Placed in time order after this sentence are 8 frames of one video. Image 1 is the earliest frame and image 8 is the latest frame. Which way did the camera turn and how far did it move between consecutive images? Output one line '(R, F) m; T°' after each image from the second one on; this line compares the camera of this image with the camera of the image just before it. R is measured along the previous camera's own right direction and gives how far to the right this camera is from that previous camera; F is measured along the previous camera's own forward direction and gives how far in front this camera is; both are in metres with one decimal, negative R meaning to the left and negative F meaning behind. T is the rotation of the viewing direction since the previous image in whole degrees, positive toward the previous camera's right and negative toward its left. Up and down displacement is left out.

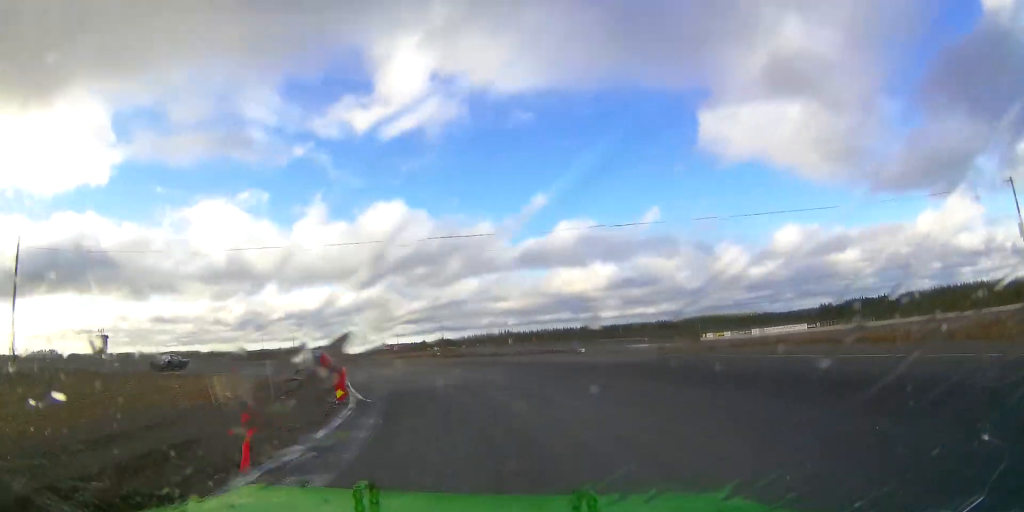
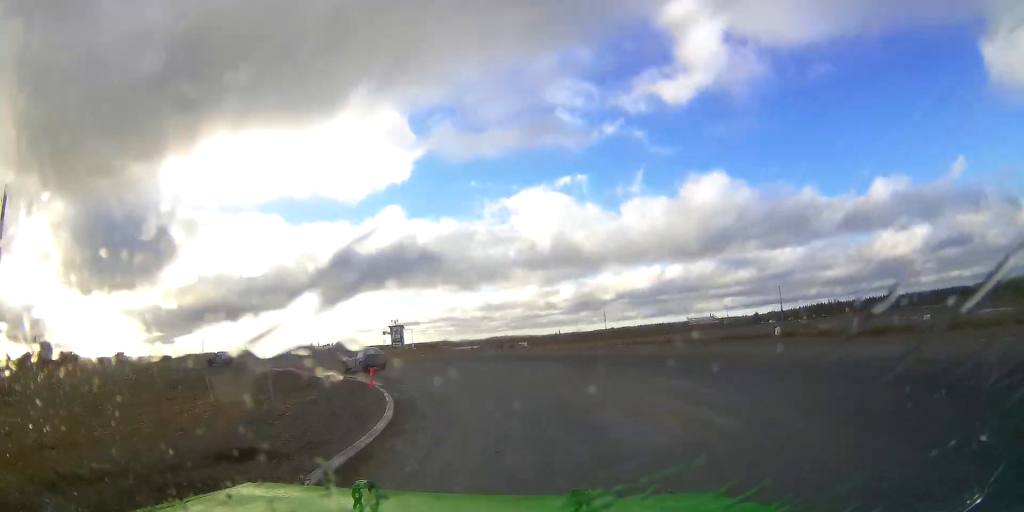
(-5.0, +18.1) m; -29°
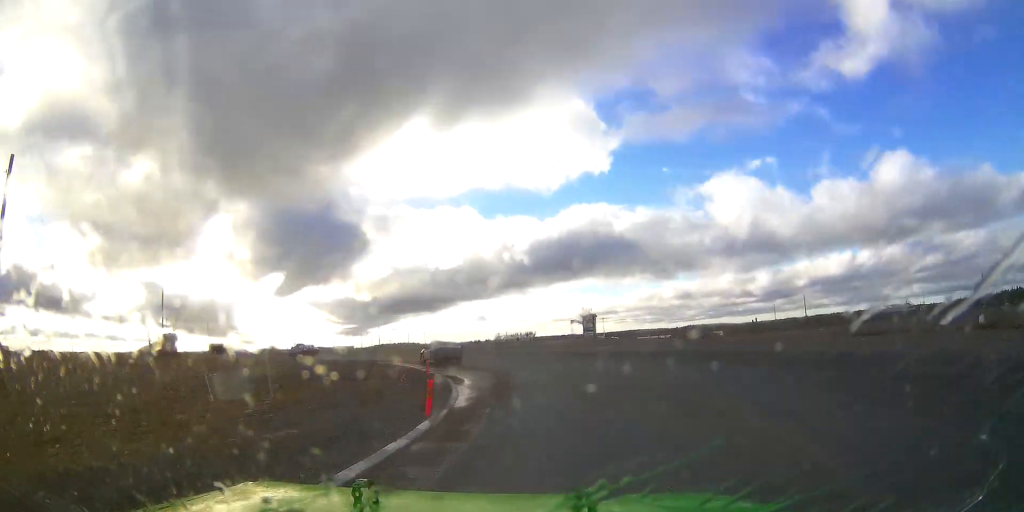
(-1.7, +8.6) m; -12°
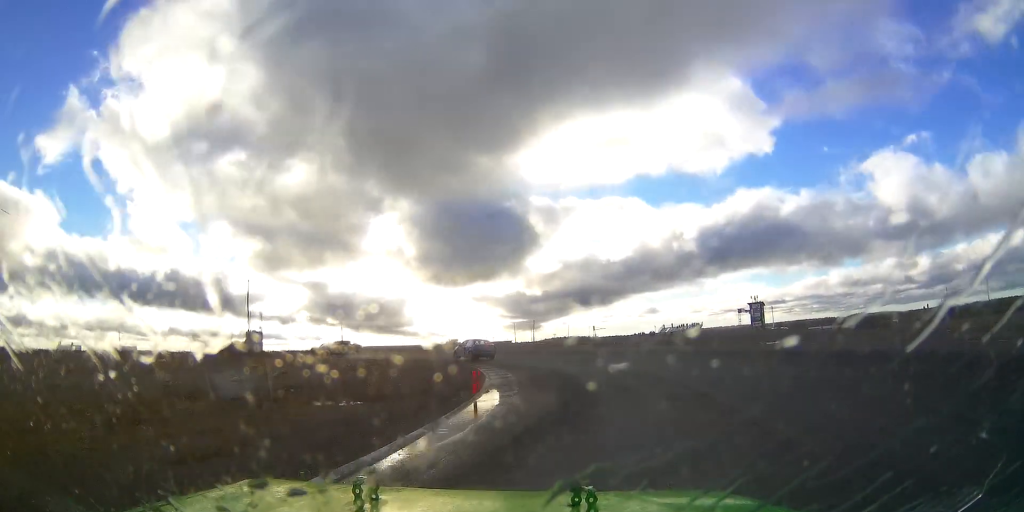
(-0.1, +11.2) m; -13°
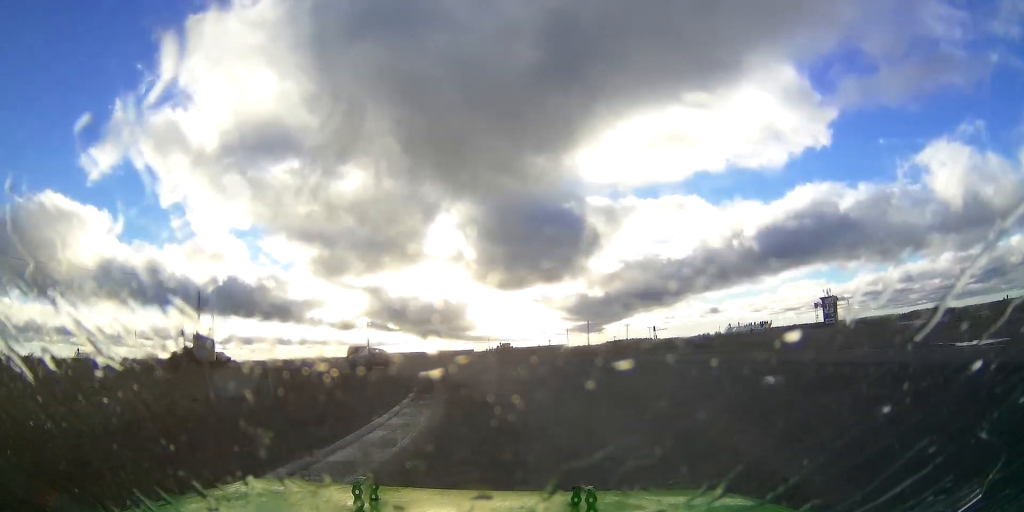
(-1.9, +13.0) m; -19°
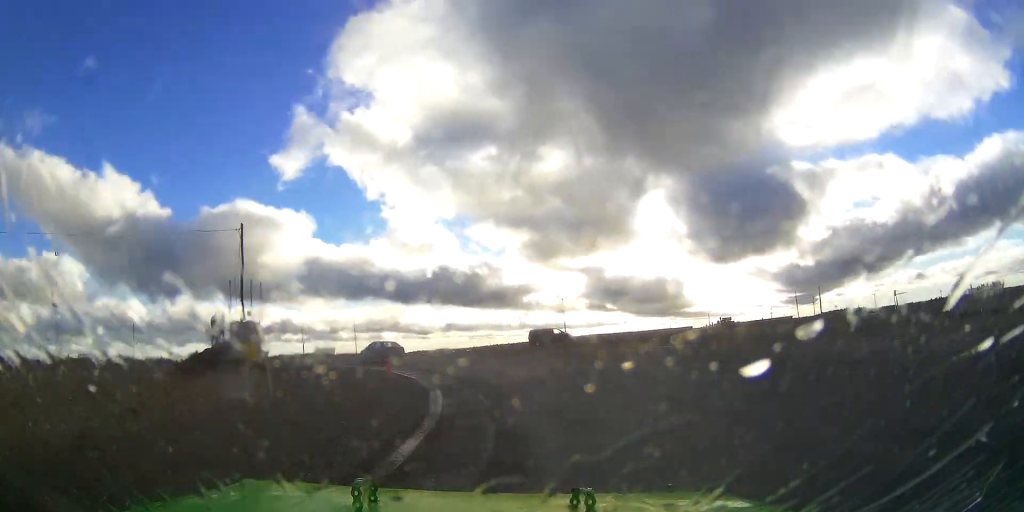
(-4.0, +15.9) m; -26°
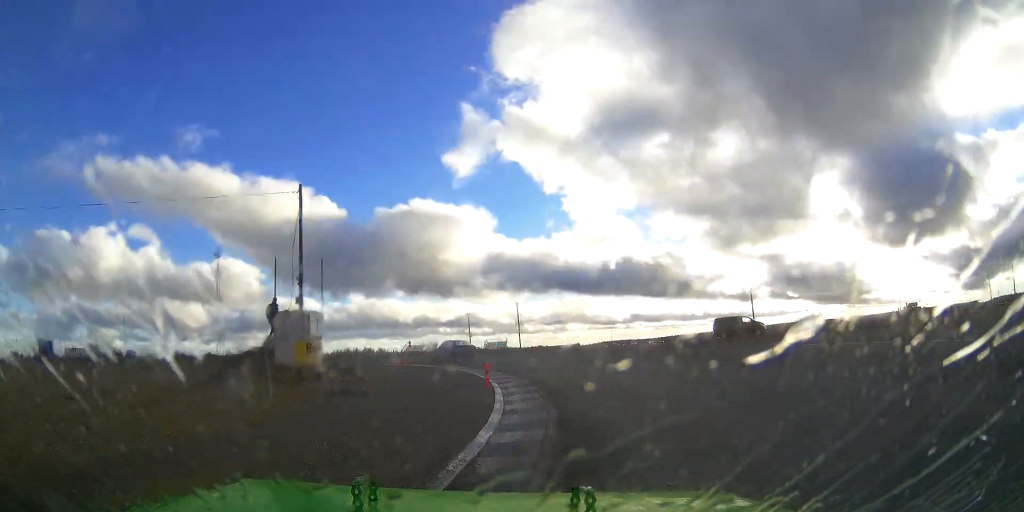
(-0.6, +9.1) m; -13°
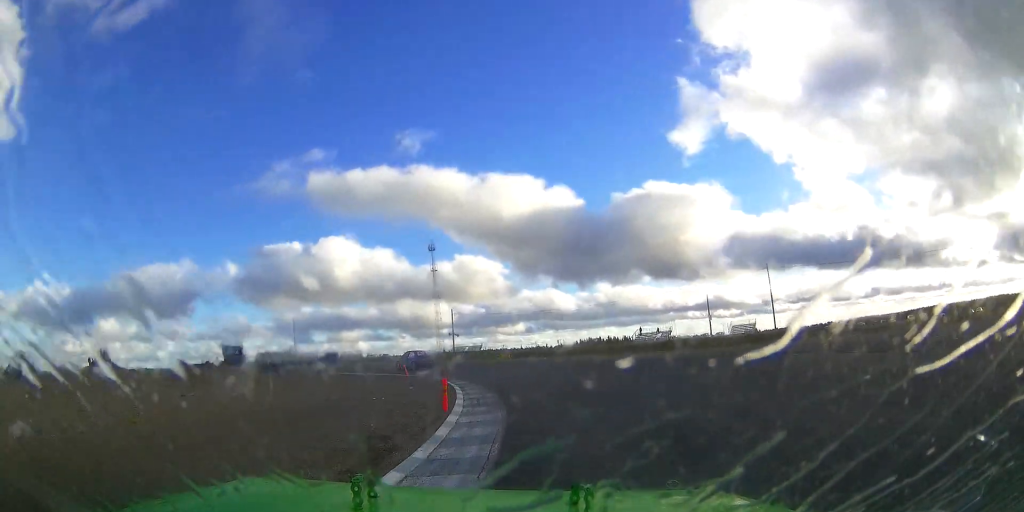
(-6.2, +22.2) m; -33°
